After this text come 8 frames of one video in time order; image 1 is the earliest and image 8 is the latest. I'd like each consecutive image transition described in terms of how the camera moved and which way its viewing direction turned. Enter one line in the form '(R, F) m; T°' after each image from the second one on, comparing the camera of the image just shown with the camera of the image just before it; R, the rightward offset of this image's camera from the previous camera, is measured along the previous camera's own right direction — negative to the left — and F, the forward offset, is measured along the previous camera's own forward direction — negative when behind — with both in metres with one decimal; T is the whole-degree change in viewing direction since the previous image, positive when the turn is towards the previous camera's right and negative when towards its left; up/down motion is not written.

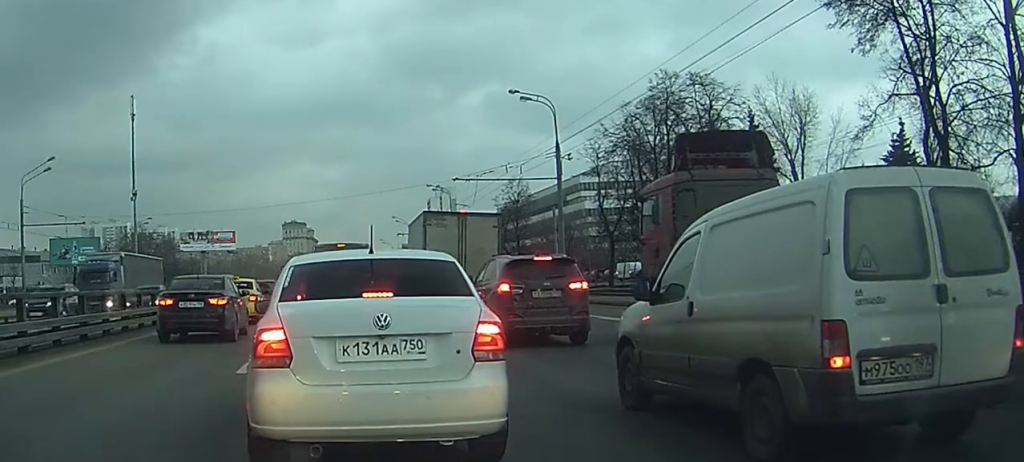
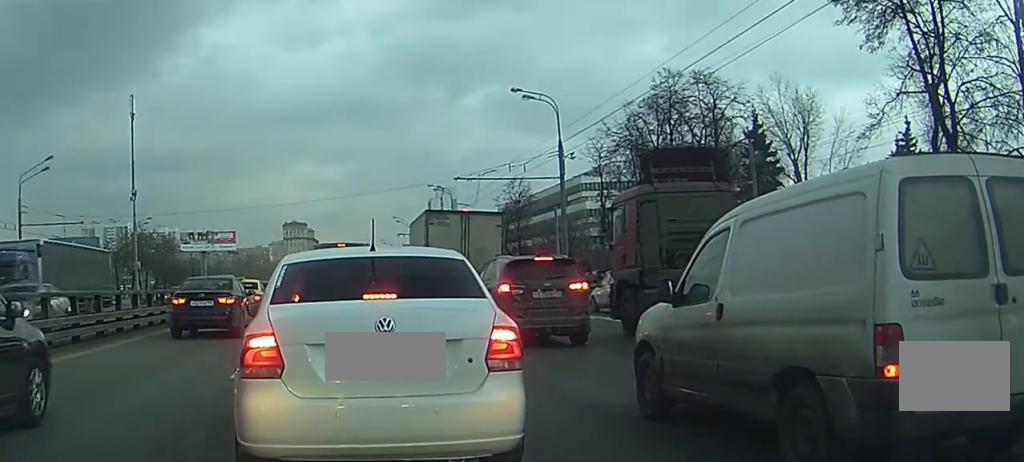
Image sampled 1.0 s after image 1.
(+0.2, +0.8) m; 0°
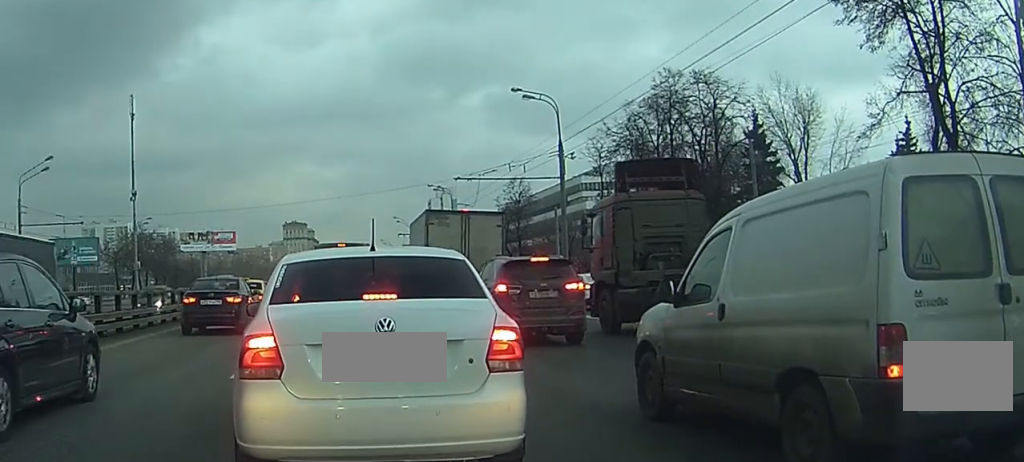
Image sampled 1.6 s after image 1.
(+0.1, +0.3) m; 0°
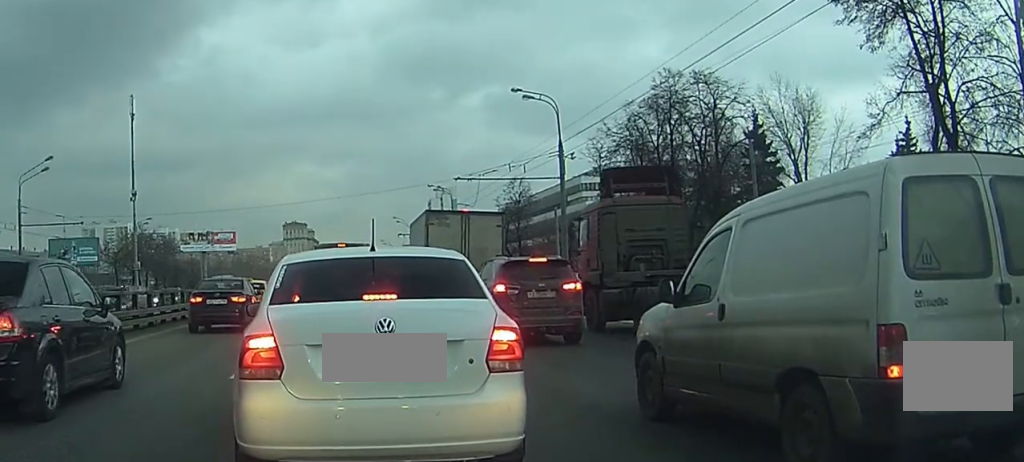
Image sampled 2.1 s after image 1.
(+0.1, +0.2) m; 0°
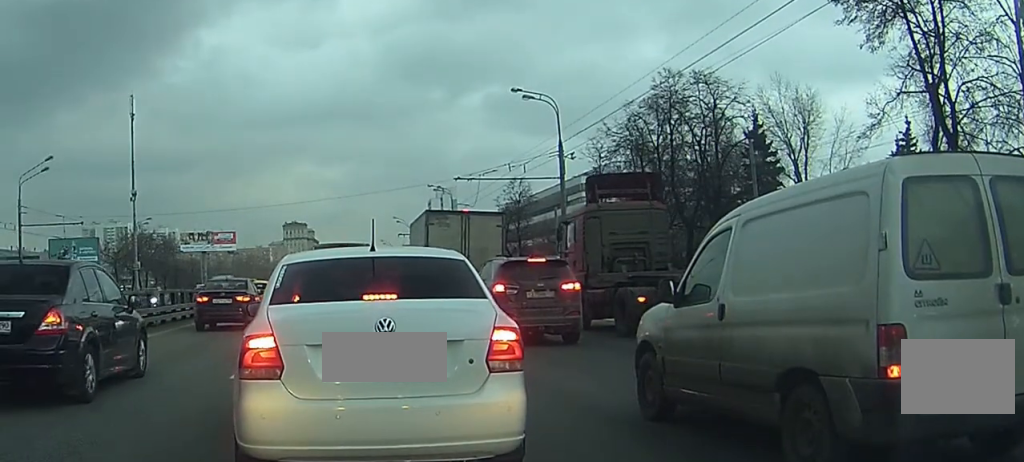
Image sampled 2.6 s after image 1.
(+0.1, +0.1) m; 0°
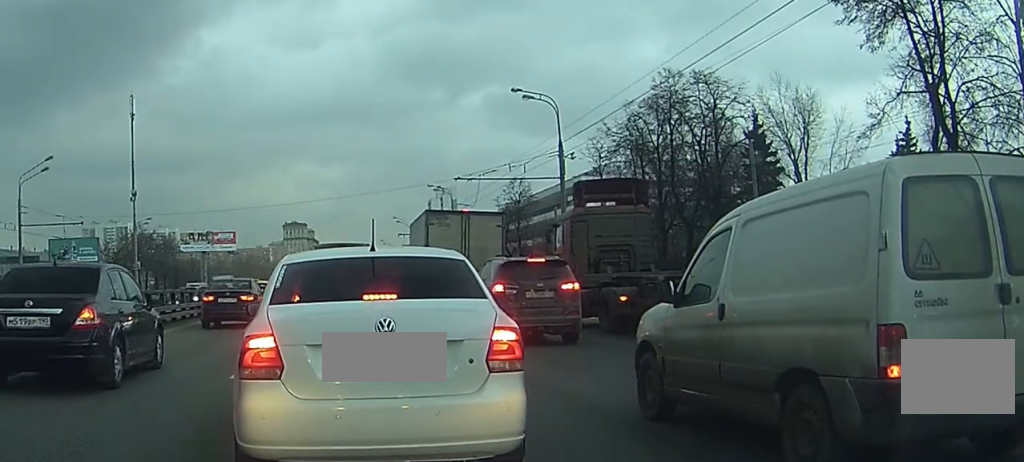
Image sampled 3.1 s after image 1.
(+0.1, +0.1) m; 0°
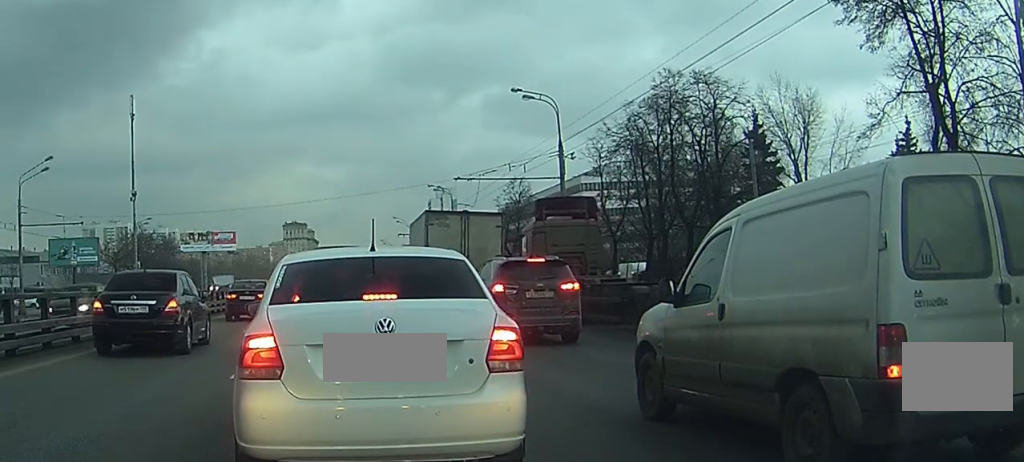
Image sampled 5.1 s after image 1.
(+0.1, 0.0) m; 0°
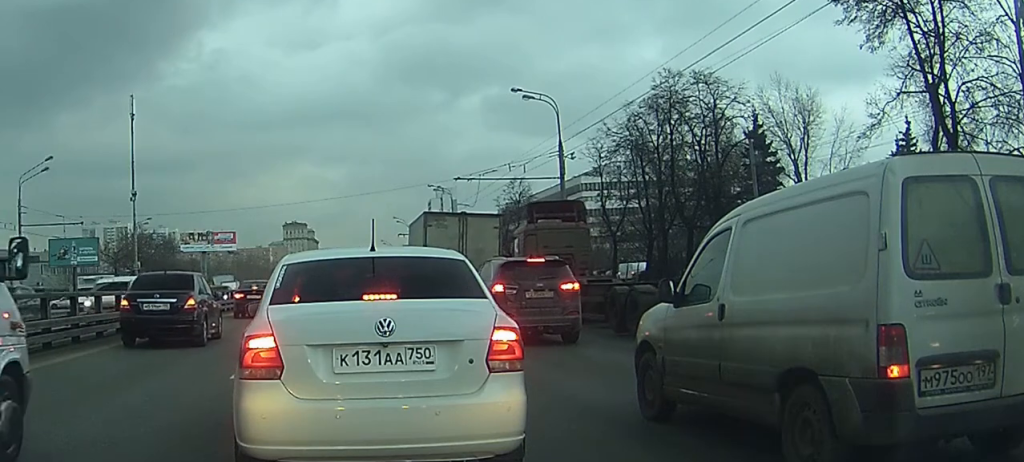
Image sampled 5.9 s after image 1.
(0.0, 0.0) m; 0°
